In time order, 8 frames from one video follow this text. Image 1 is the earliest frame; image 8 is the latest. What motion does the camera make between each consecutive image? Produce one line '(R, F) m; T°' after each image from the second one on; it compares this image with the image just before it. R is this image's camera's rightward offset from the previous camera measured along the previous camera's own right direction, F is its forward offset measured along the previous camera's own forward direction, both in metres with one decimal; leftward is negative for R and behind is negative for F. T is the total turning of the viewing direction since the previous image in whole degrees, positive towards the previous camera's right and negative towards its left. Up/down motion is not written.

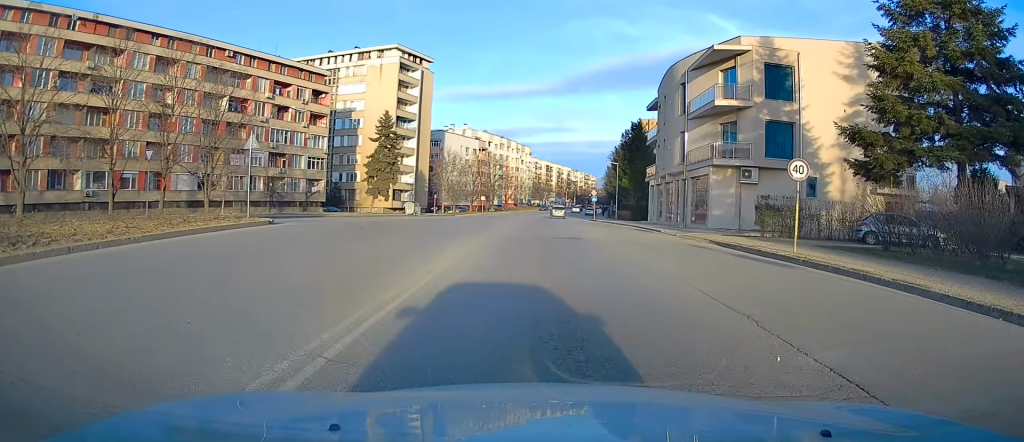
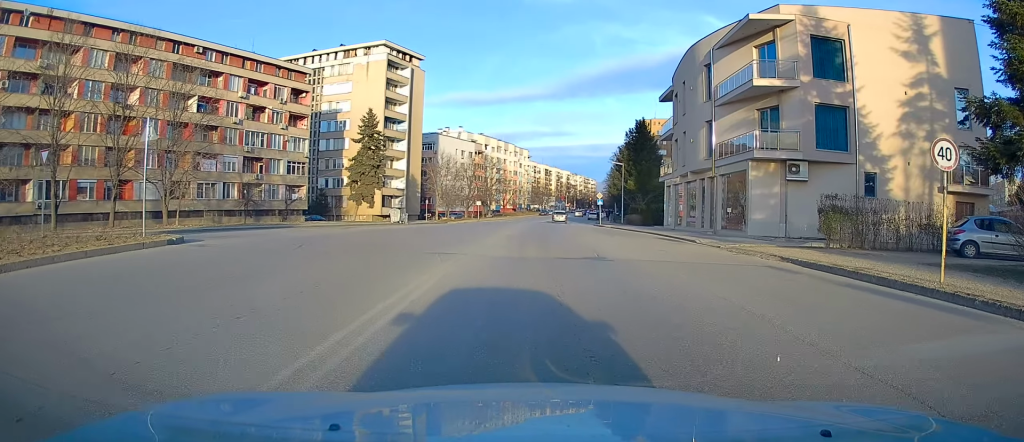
(-0.3, +6.4) m; -5°
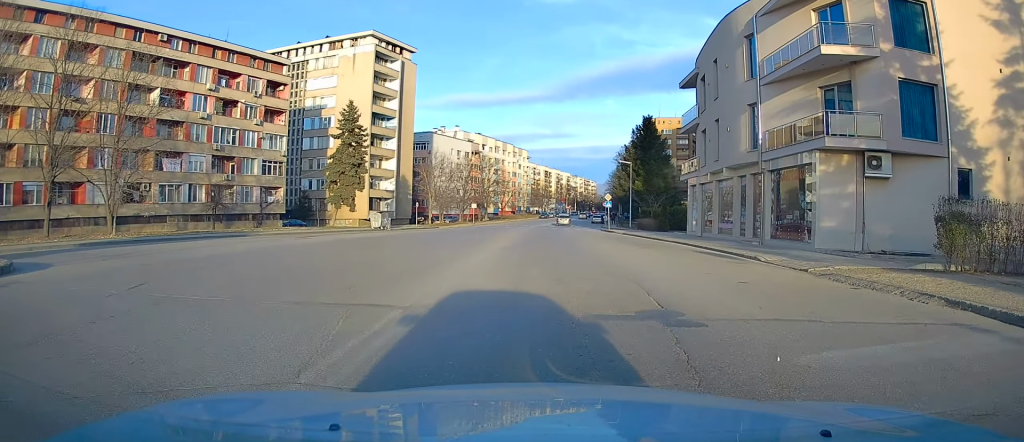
(-0.1, +7.0) m; +2°
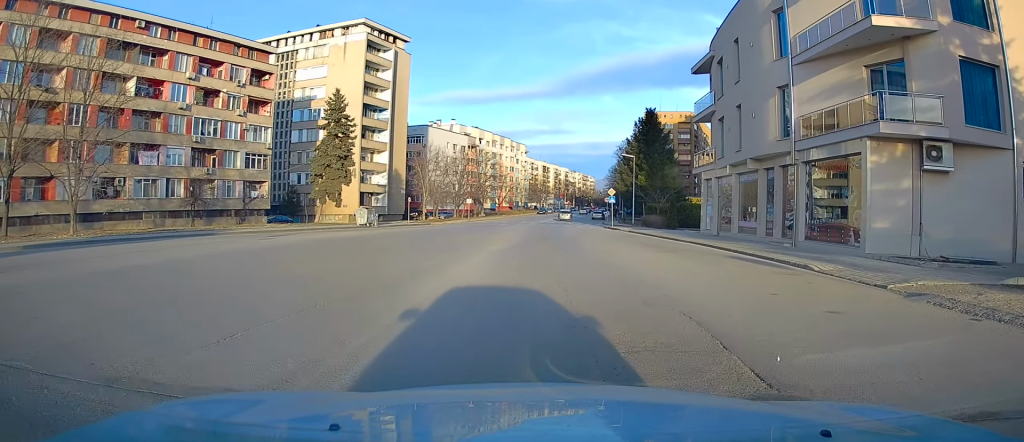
(+0.2, +3.8) m; +3°
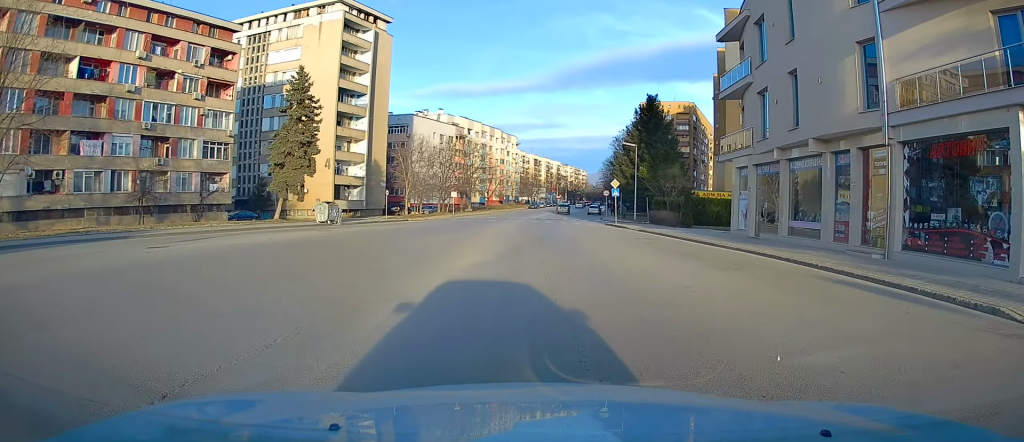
(+0.1, +7.3) m; +2°
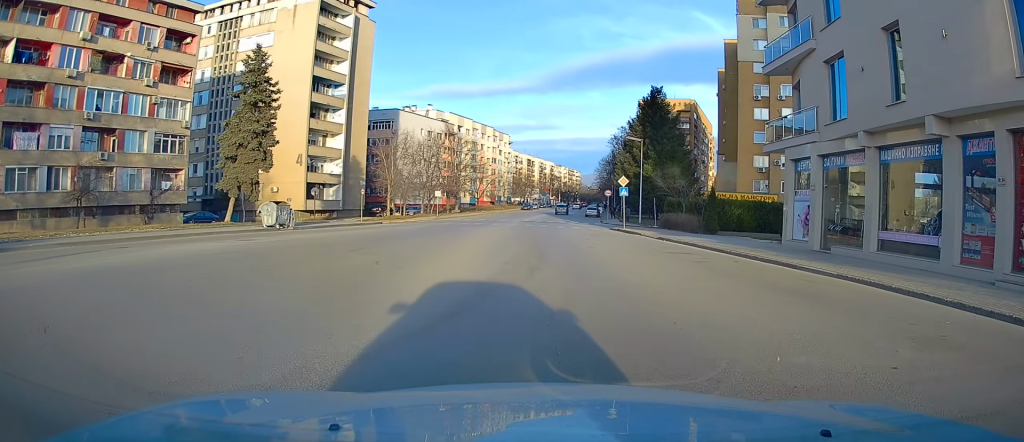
(+0.2, +7.0) m; +1°
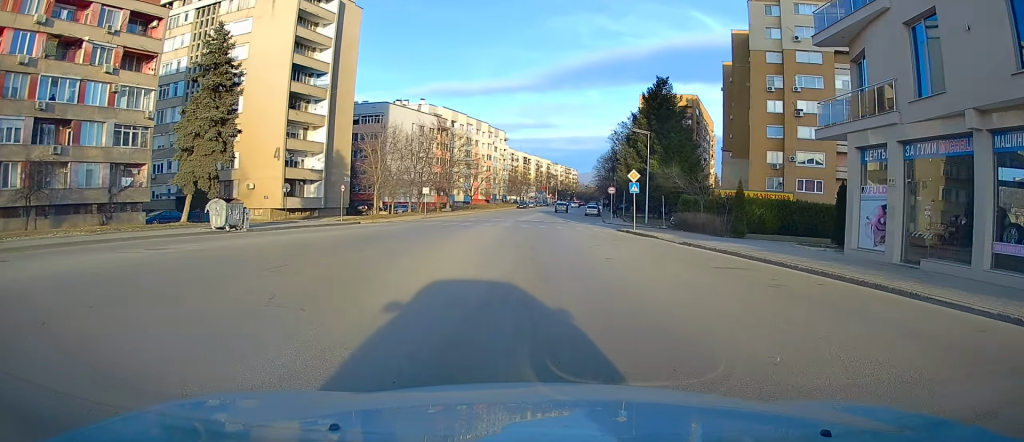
(+0.1, +4.9) m; -1°
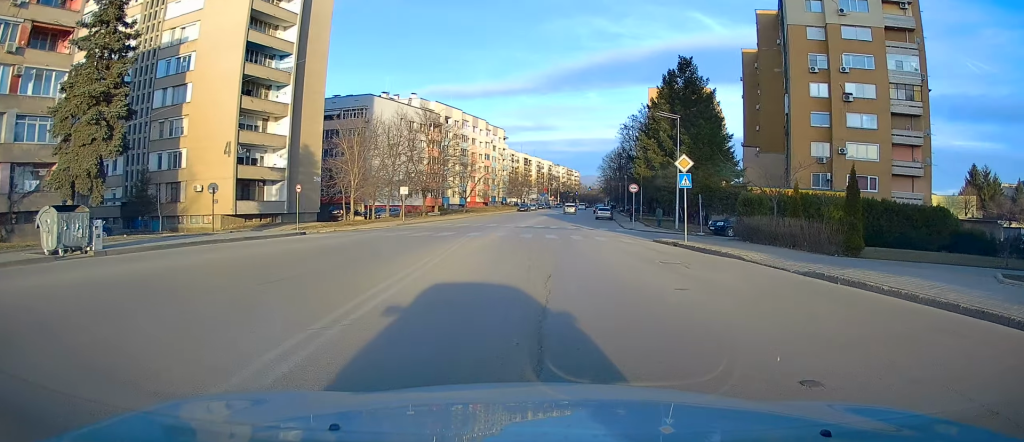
(-0.3, +10.6) m; -1°
